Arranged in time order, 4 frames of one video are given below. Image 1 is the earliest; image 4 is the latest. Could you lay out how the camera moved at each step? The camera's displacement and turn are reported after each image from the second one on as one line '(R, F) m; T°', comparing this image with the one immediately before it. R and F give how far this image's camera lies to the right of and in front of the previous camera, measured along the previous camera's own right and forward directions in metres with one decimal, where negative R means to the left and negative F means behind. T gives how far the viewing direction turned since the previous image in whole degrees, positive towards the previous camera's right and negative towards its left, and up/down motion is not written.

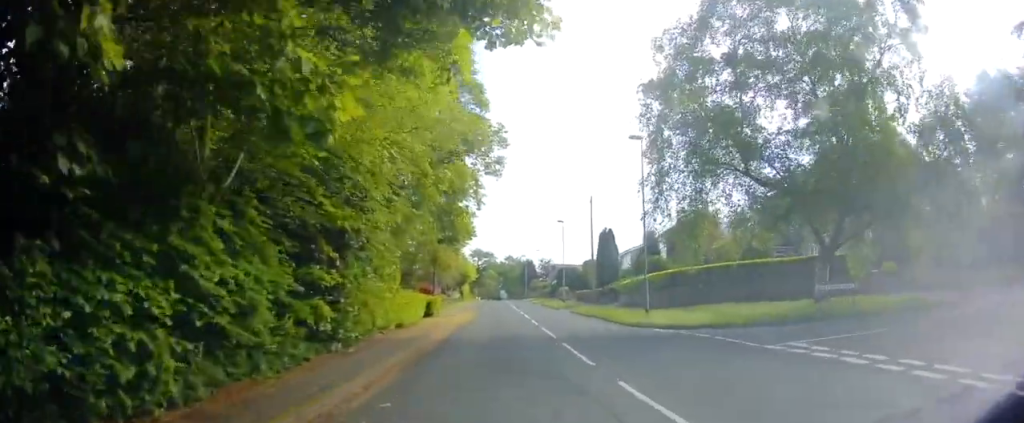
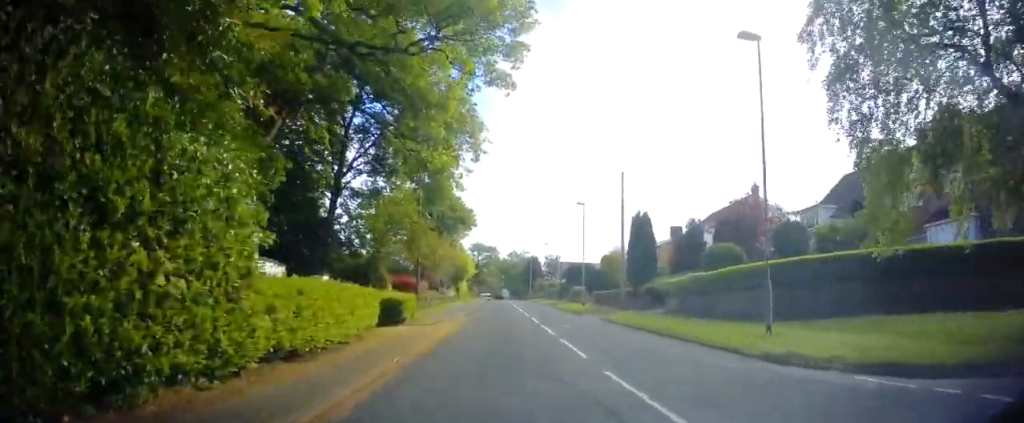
(0.0, +11.9) m; -2°
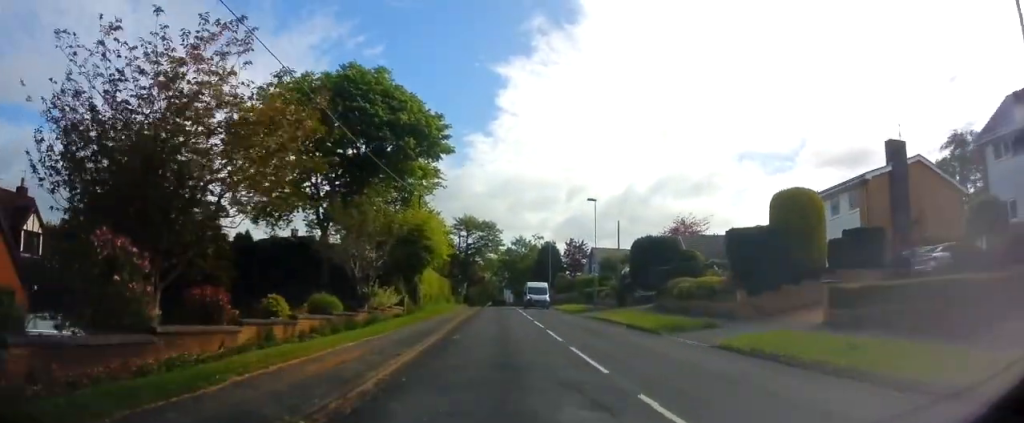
(+1.0, +41.7) m; +1°
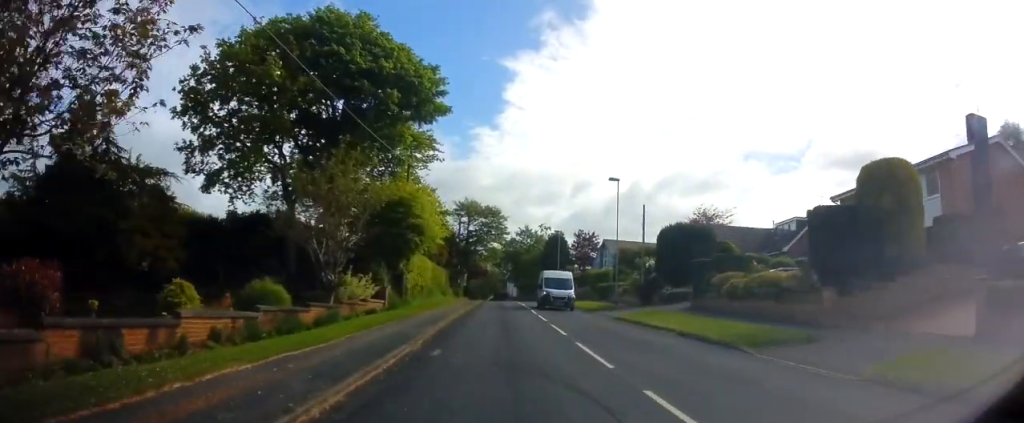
(-0.2, +6.7) m; -3°
